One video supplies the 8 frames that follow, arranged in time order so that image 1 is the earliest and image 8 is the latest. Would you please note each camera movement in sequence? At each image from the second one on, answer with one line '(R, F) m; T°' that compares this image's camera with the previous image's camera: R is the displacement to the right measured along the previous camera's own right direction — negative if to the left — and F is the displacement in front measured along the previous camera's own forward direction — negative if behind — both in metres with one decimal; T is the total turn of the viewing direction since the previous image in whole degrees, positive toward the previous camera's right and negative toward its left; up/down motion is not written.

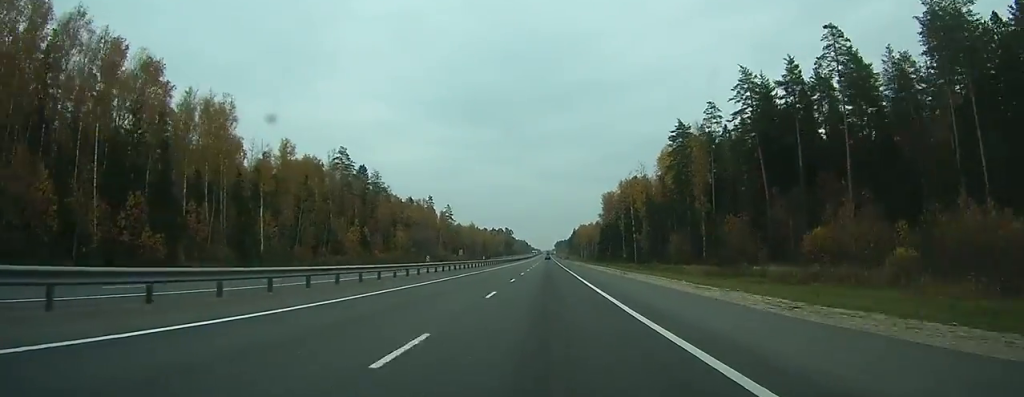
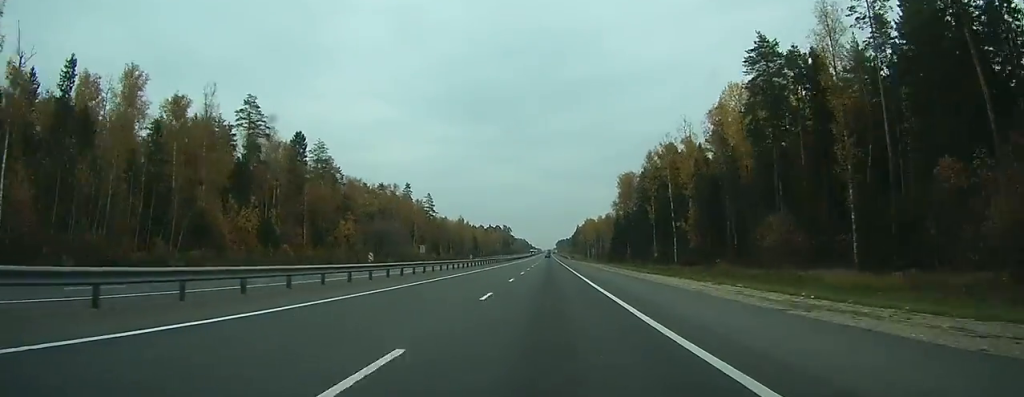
(+0.1, +48.3) m; 0°
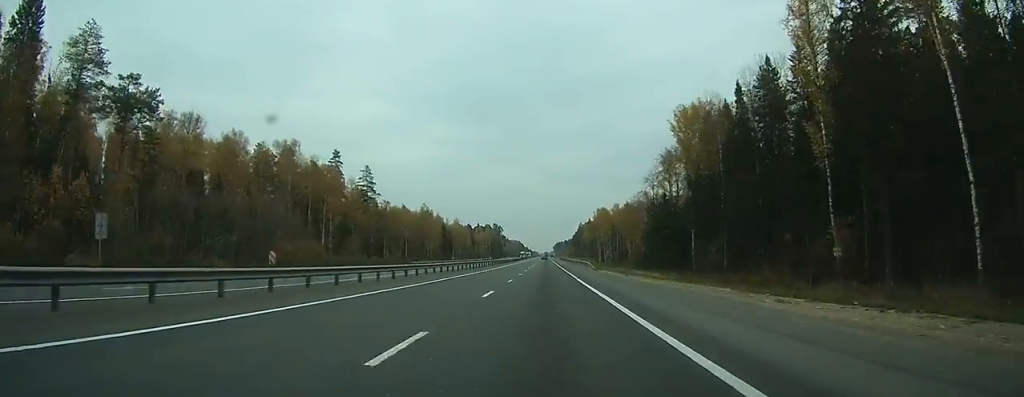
(+0.1, +77.6) m; 0°
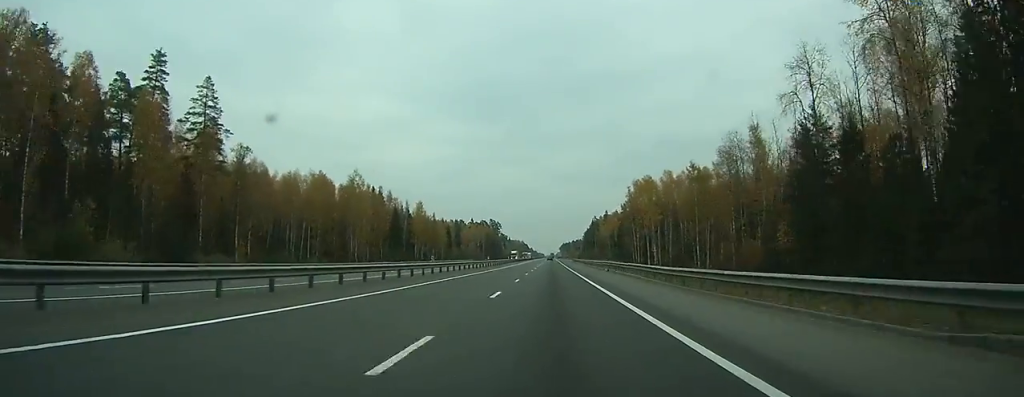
(-0.2, +85.4) m; 0°
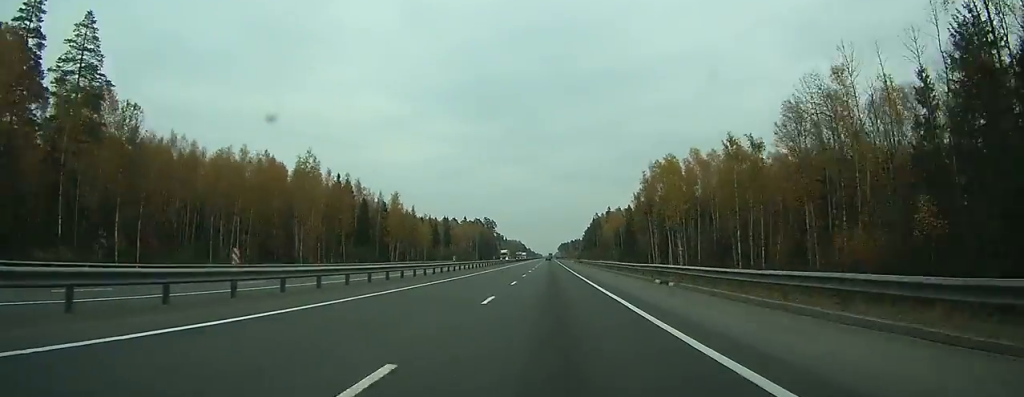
(0.0, +27.8) m; 0°
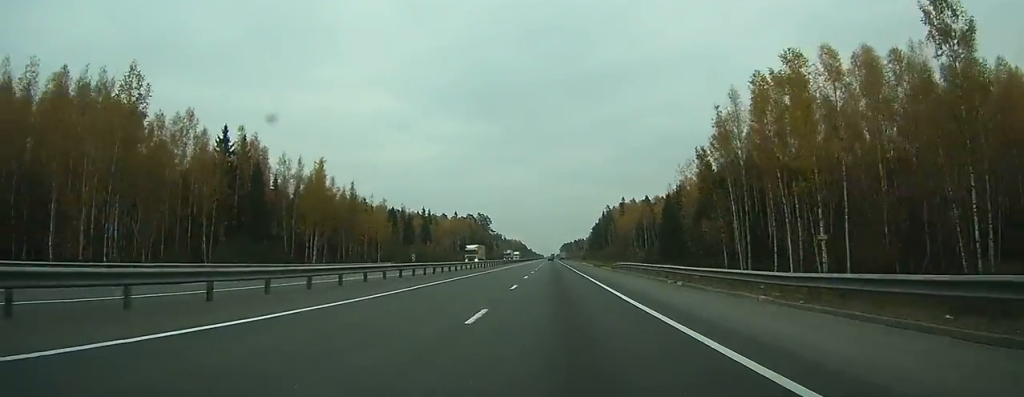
(0.0, +54.6) m; 0°
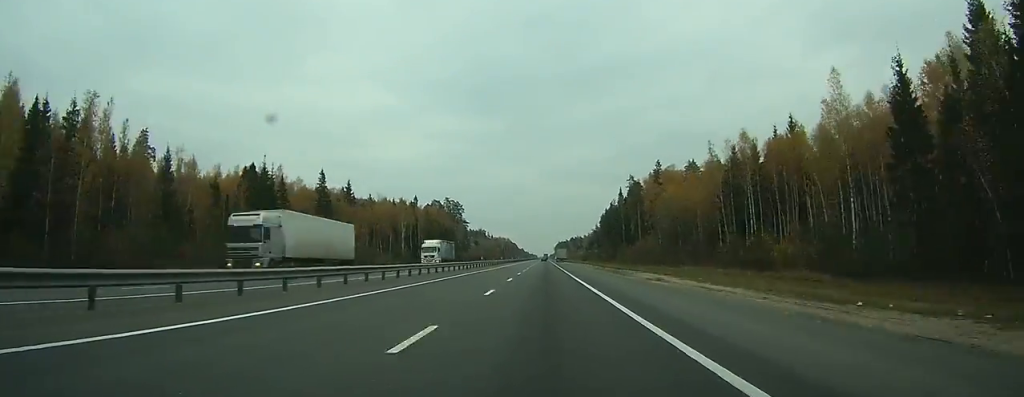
(0.0, +97.4) m; 0°
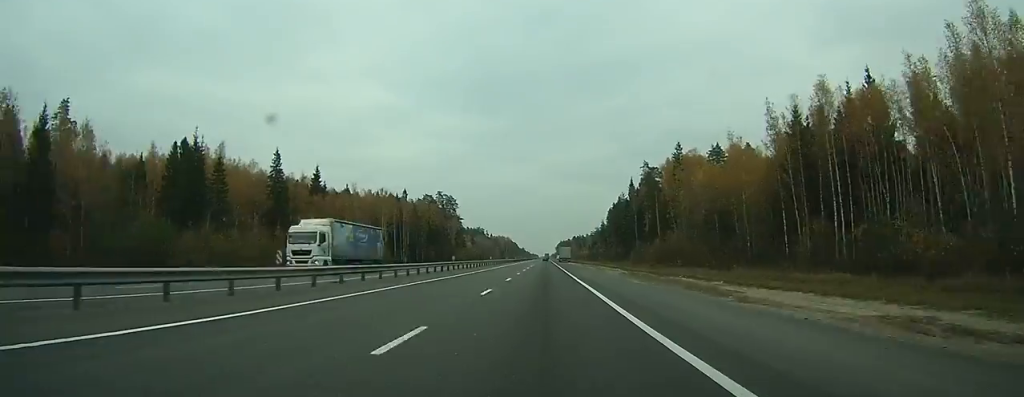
(0.0, +24.2) m; 0°
